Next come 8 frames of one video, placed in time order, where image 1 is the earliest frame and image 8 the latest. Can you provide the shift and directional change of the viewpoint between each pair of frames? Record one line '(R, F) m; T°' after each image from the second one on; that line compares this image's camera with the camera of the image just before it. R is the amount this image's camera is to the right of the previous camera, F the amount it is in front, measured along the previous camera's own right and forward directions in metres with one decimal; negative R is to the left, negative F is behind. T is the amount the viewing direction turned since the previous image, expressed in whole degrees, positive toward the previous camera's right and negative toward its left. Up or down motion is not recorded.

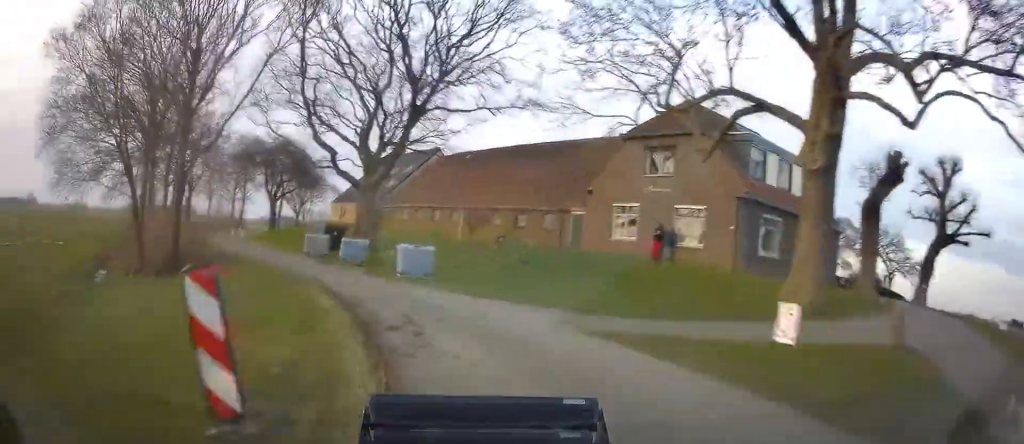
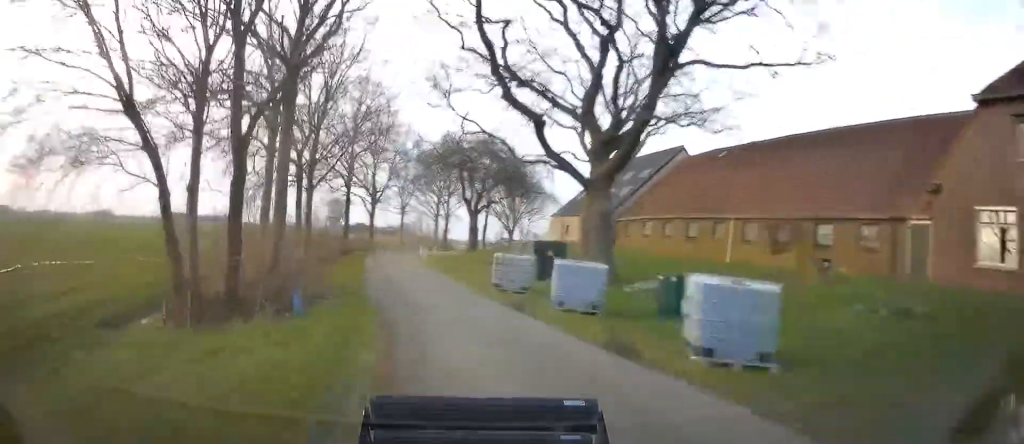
(-2.5, +12.4) m; -15°
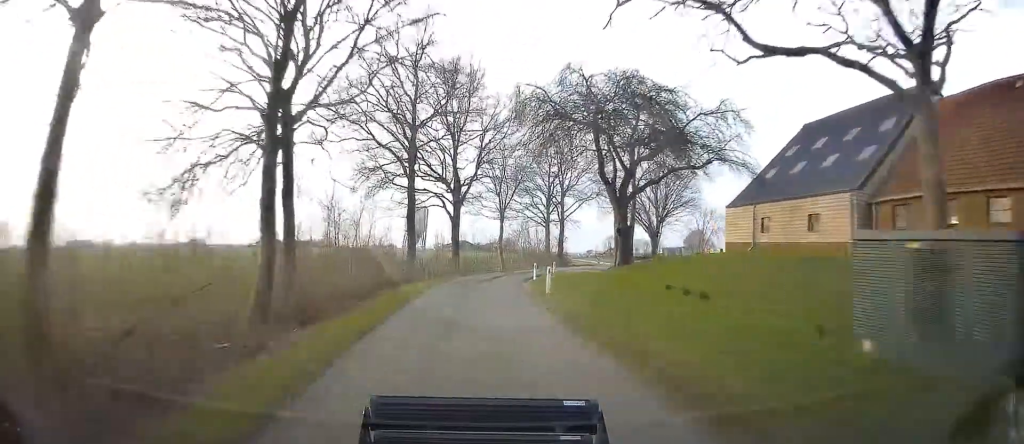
(-2.8, +18.3) m; -10°
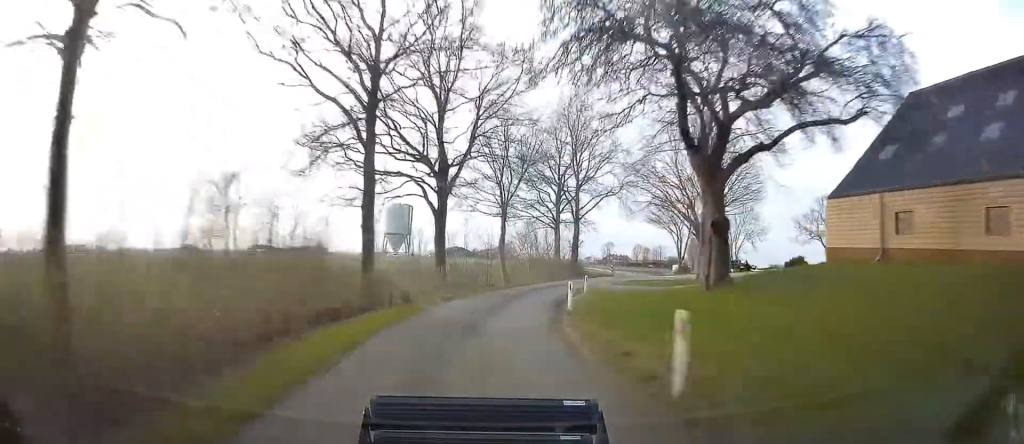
(-0.2, +10.6) m; +1°
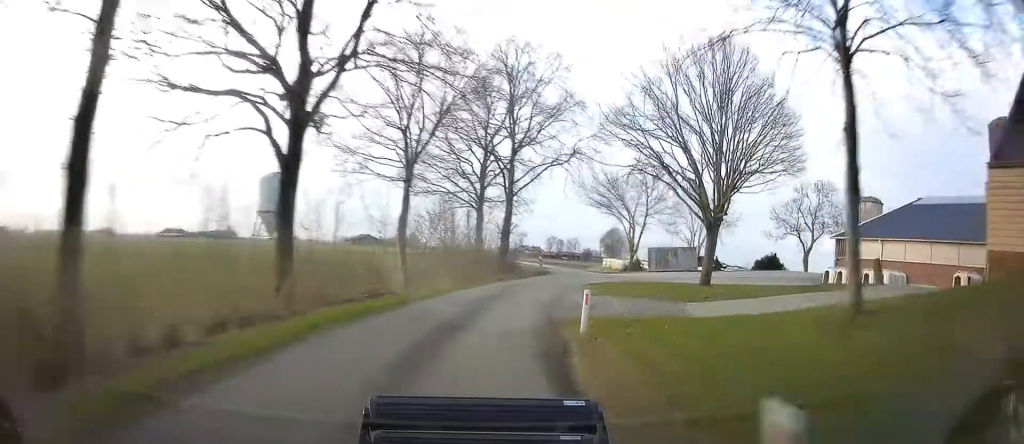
(-0.2, +12.5) m; +4°
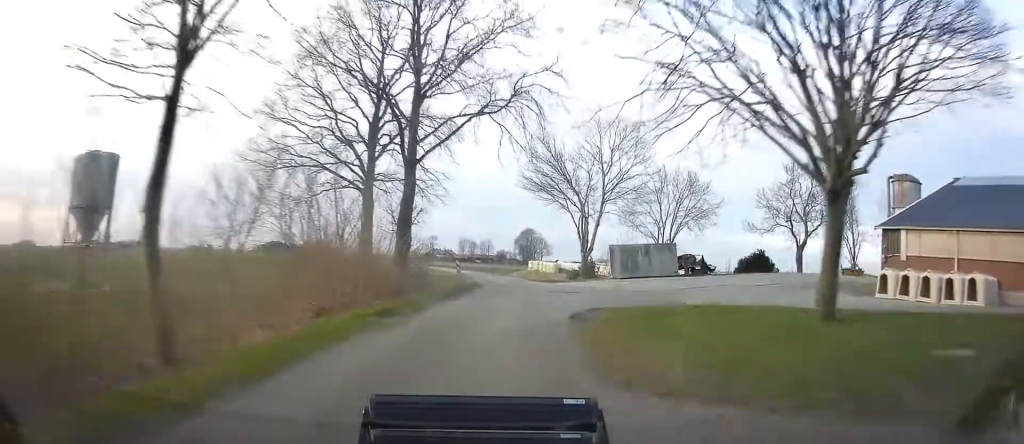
(+1.0, +12.9) m; +3°
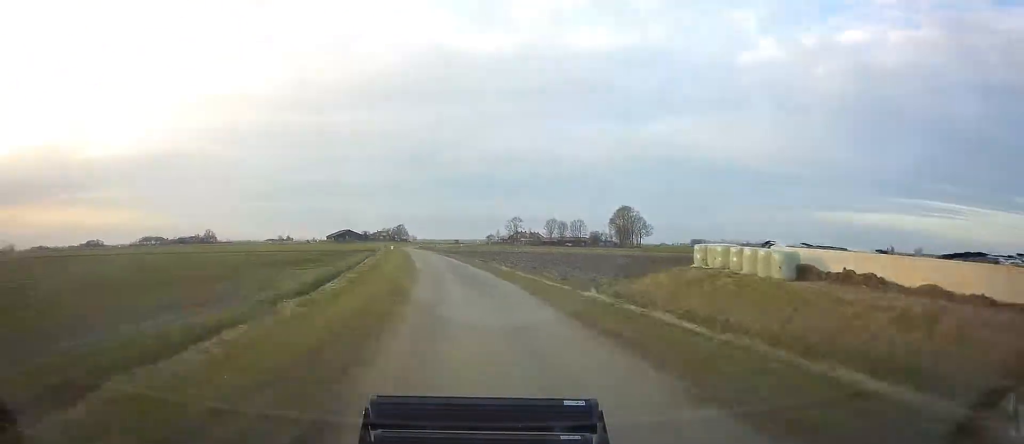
(+0.9, +45.9) m; -3°
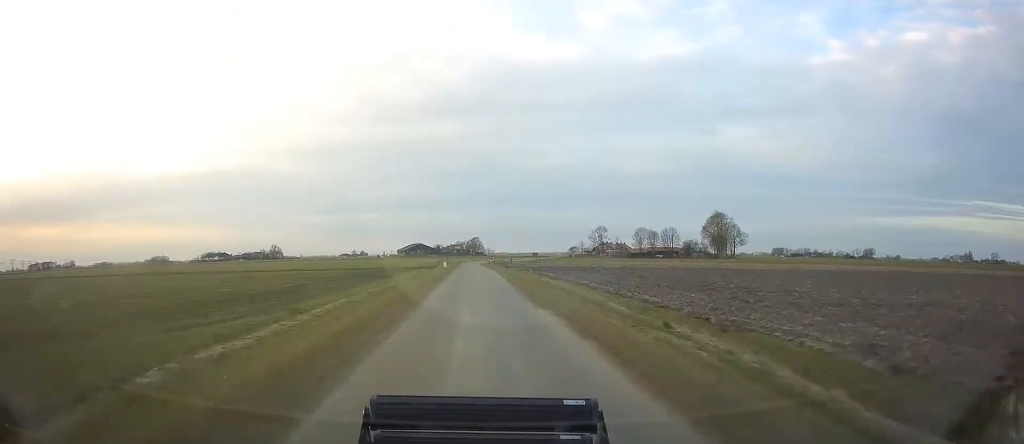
(-2.1, +31.0) m; -7°
